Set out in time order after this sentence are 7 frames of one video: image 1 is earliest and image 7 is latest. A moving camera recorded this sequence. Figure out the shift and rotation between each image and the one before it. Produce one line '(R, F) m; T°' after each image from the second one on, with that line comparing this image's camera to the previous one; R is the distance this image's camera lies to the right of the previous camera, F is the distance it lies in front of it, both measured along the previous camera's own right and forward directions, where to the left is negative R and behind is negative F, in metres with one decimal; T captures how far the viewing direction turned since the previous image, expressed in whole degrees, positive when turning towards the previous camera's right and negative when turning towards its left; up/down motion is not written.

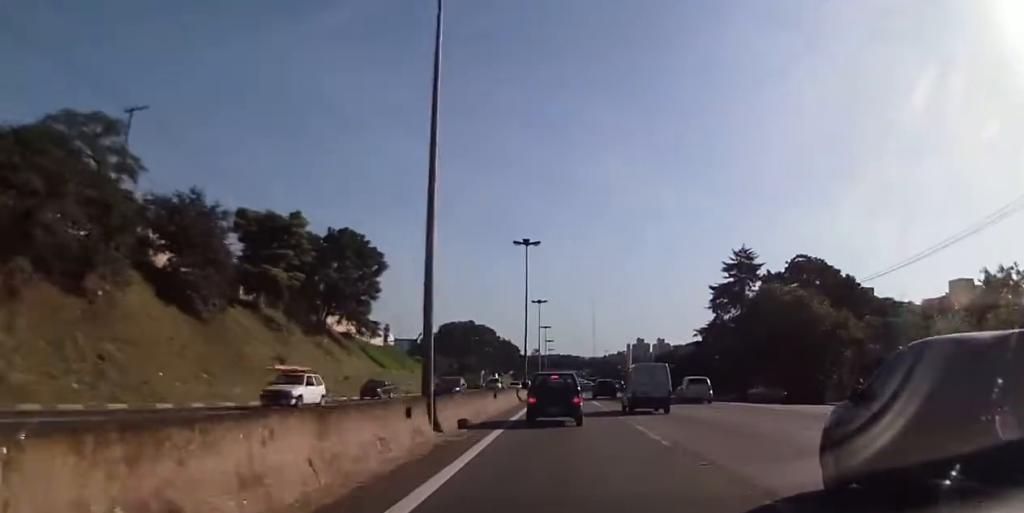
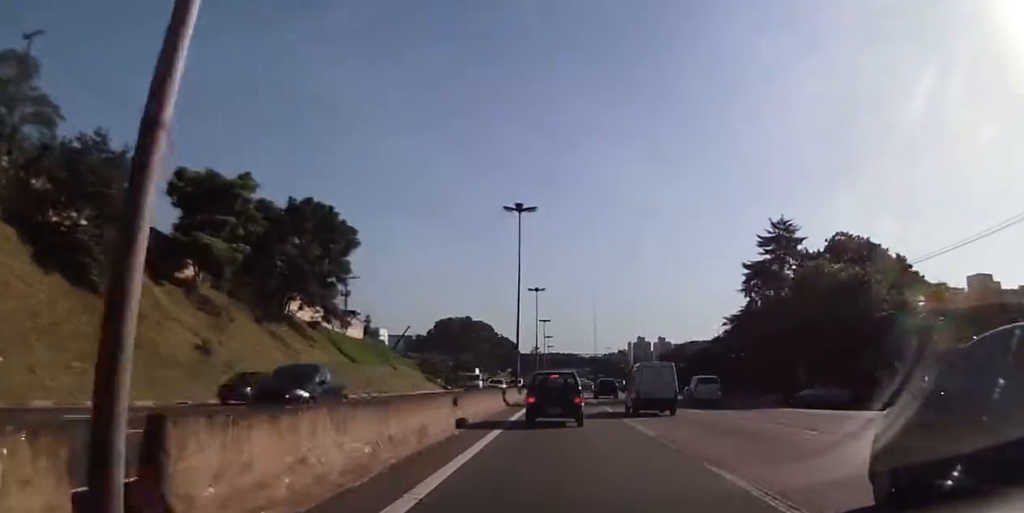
(+0.2, +11.1) m; +1°
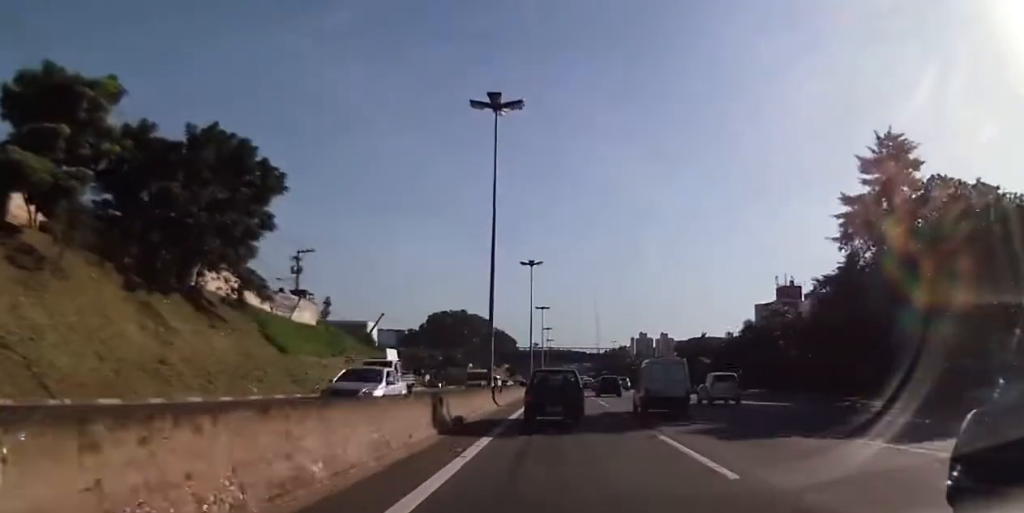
(+0.1, +18.7) m; 0°
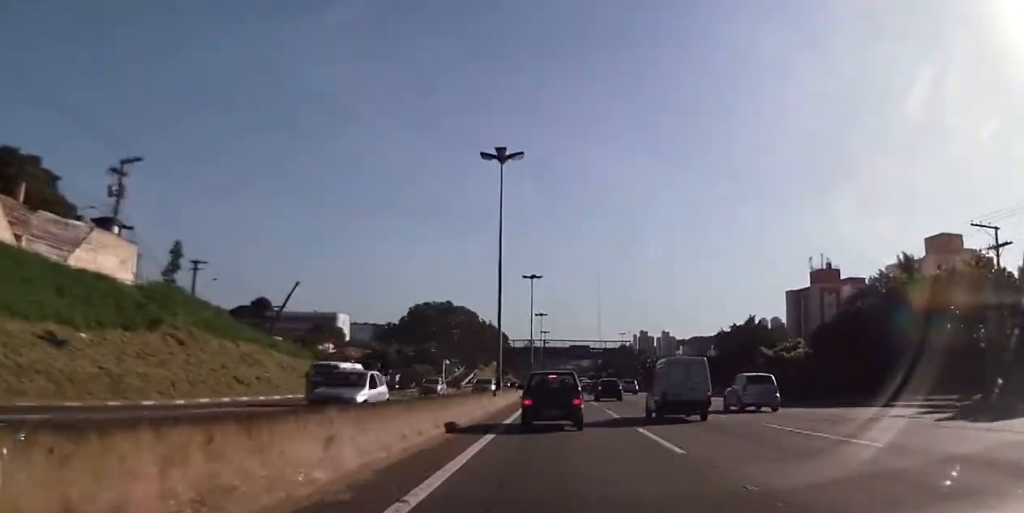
(-0.7, +35.0) m; -1°
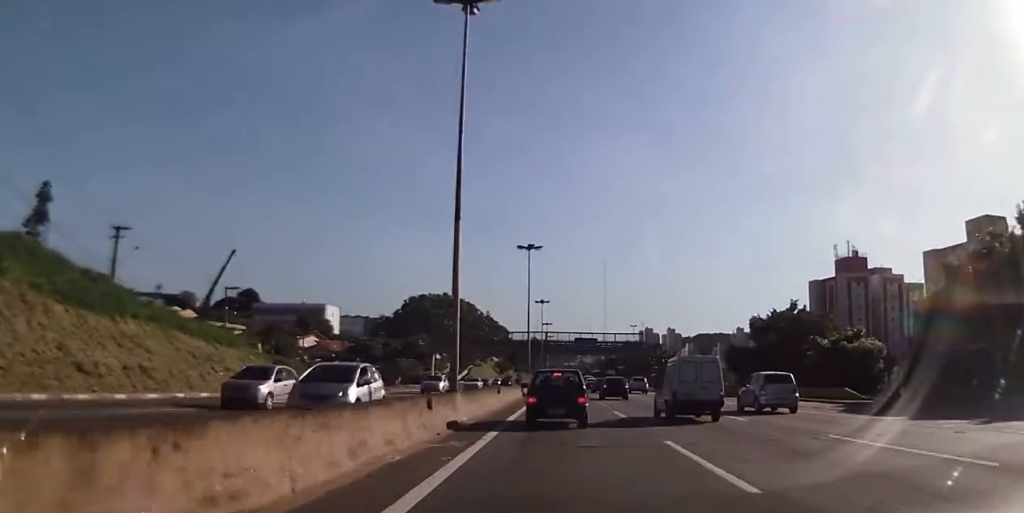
(+0.2, +16.4) m; +1°
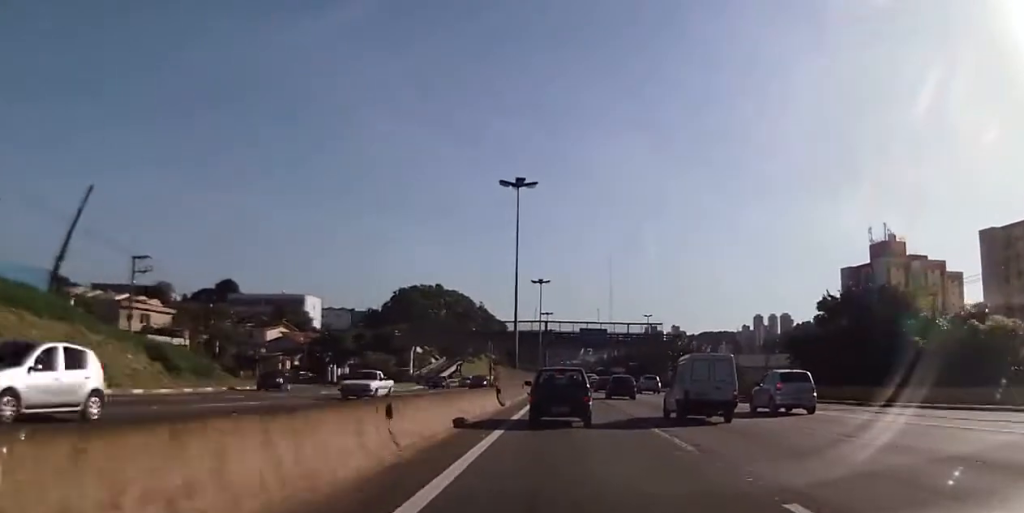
(+0.1, +20.8) m; -1°
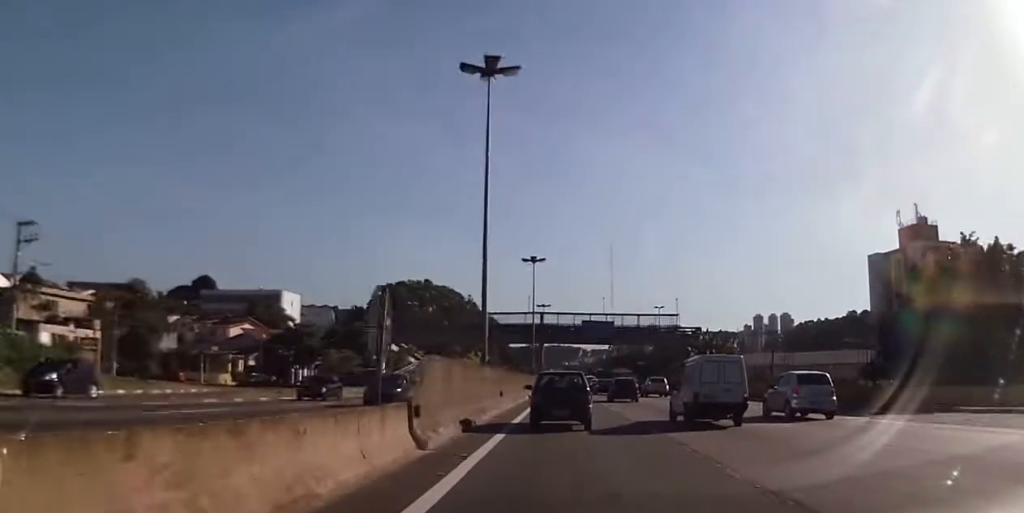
(-0.3, +16.6) m; 0°
